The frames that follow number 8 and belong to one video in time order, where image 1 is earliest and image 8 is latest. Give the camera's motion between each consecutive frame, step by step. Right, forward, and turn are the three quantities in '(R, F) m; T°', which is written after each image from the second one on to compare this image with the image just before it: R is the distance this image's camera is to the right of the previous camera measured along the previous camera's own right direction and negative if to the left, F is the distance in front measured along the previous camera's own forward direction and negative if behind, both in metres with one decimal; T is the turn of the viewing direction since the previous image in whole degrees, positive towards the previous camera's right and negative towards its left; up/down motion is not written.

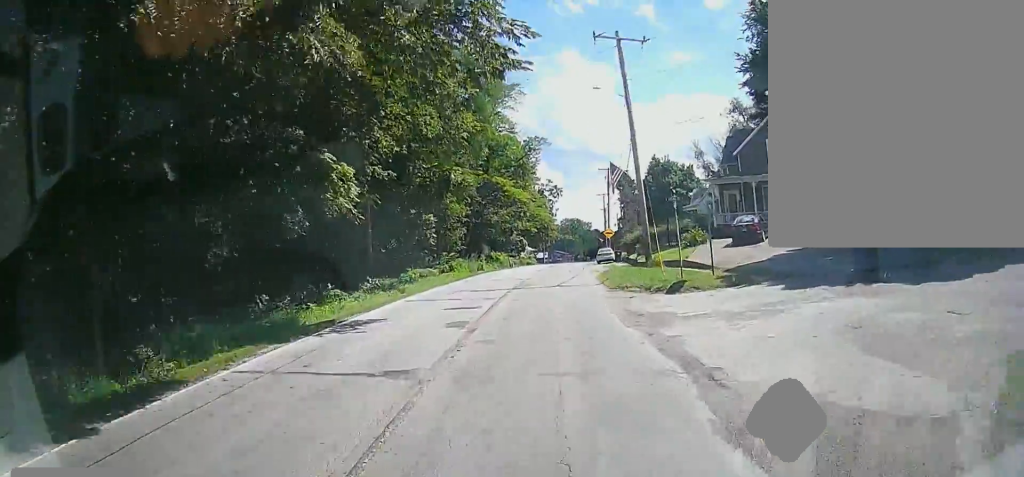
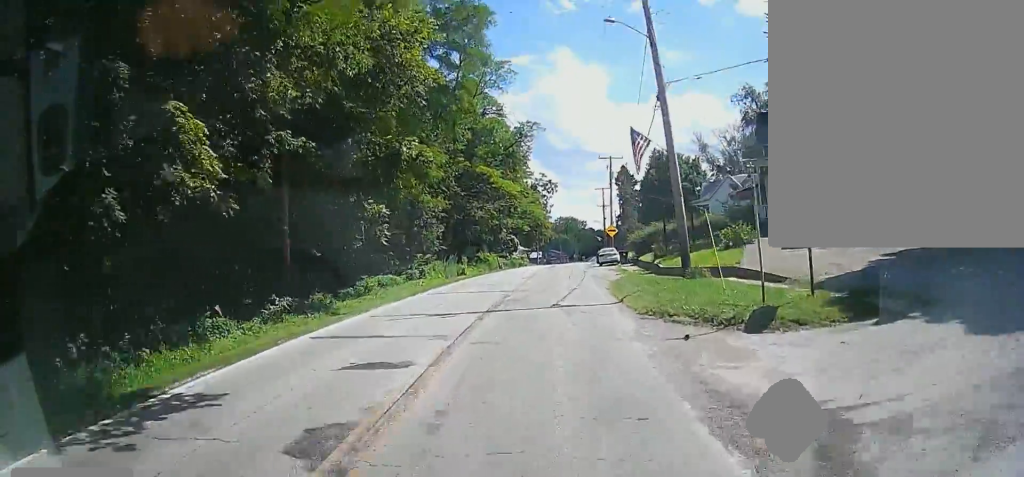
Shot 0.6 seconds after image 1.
(+0.1, +8.7) m; +1°
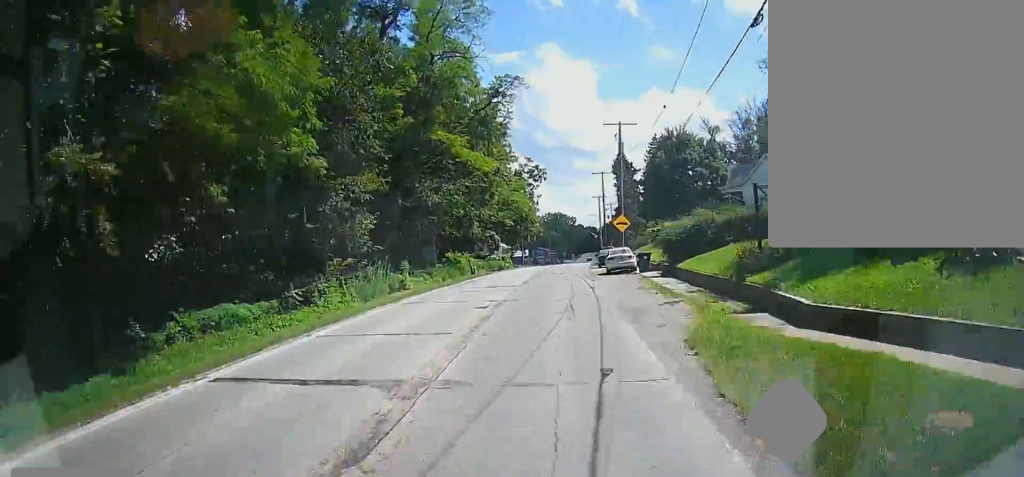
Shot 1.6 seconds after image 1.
(+0.2, +16.2) m; +2°
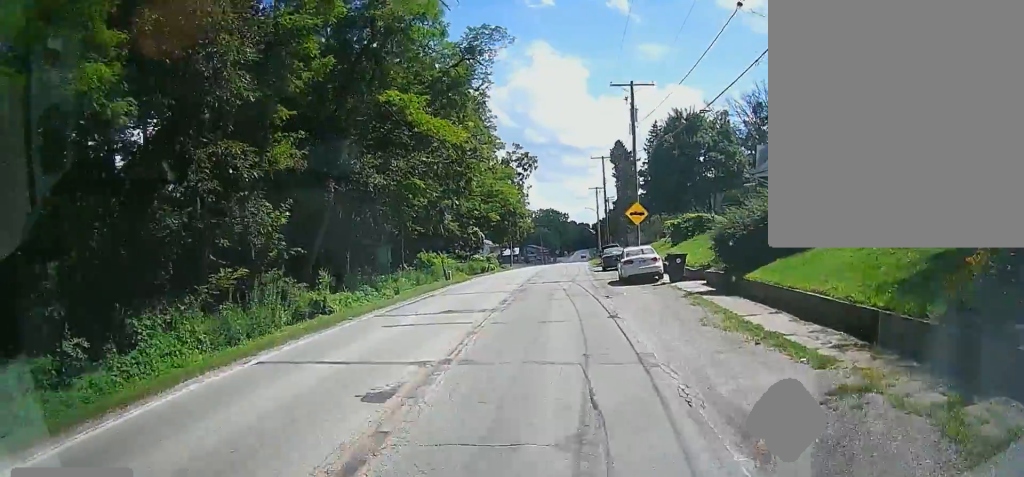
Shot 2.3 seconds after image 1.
(+0.3, +10.5) m; +1°
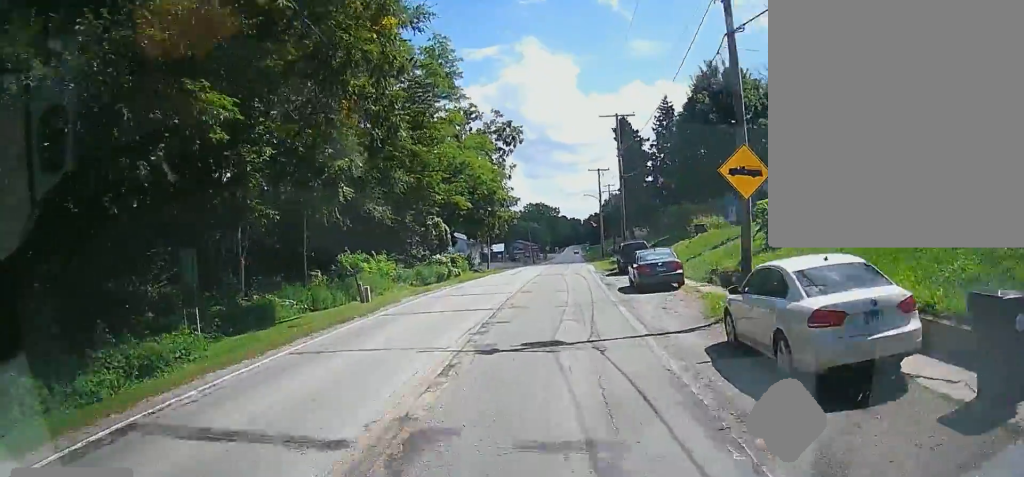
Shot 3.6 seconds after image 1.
(0.0, +18.8) m; 0°
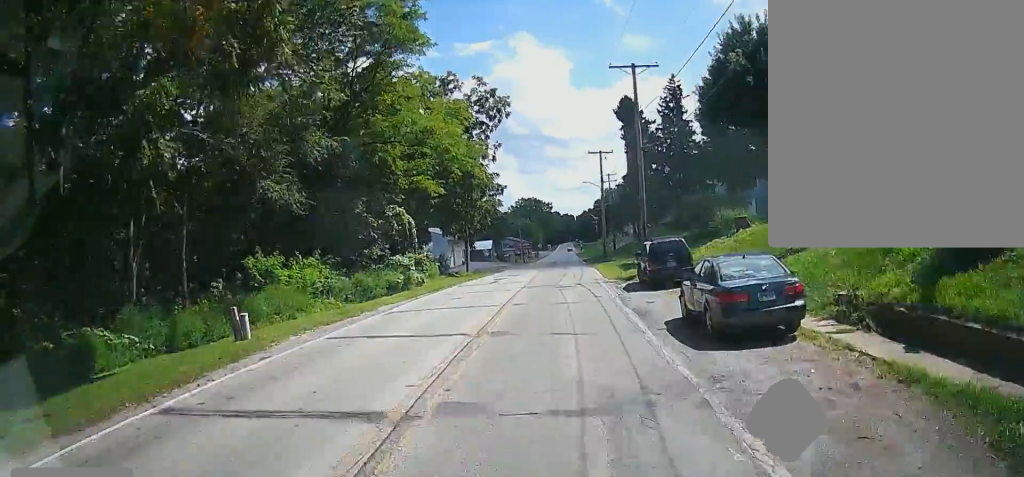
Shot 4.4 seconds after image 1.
(-0.1, +11.4) m; -1°
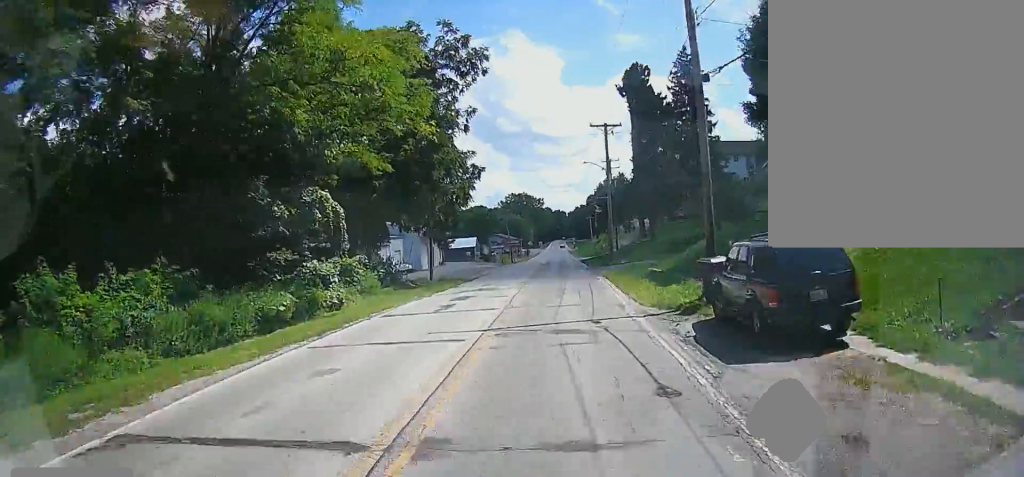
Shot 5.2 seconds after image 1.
(-0.1, +13.1) m; +2°
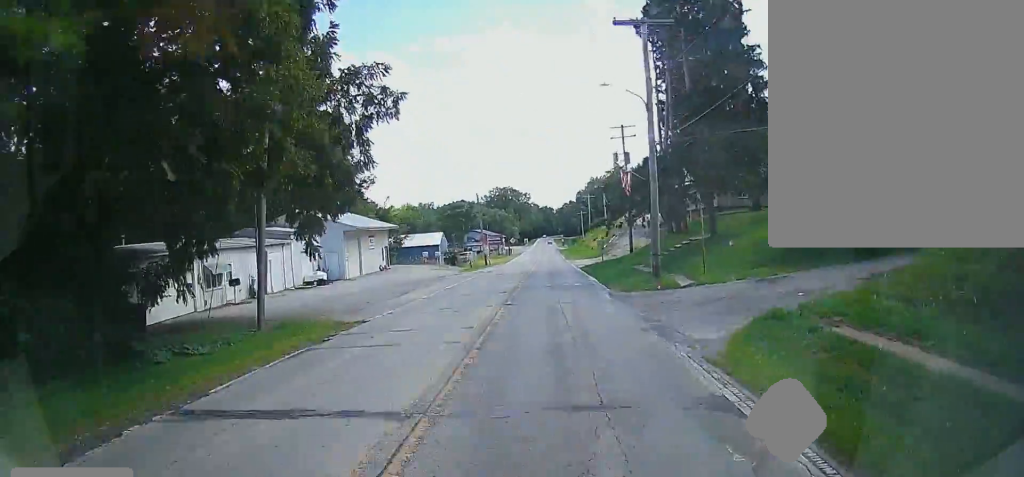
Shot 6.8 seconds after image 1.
(+0.8, +24.0) m; +2°
